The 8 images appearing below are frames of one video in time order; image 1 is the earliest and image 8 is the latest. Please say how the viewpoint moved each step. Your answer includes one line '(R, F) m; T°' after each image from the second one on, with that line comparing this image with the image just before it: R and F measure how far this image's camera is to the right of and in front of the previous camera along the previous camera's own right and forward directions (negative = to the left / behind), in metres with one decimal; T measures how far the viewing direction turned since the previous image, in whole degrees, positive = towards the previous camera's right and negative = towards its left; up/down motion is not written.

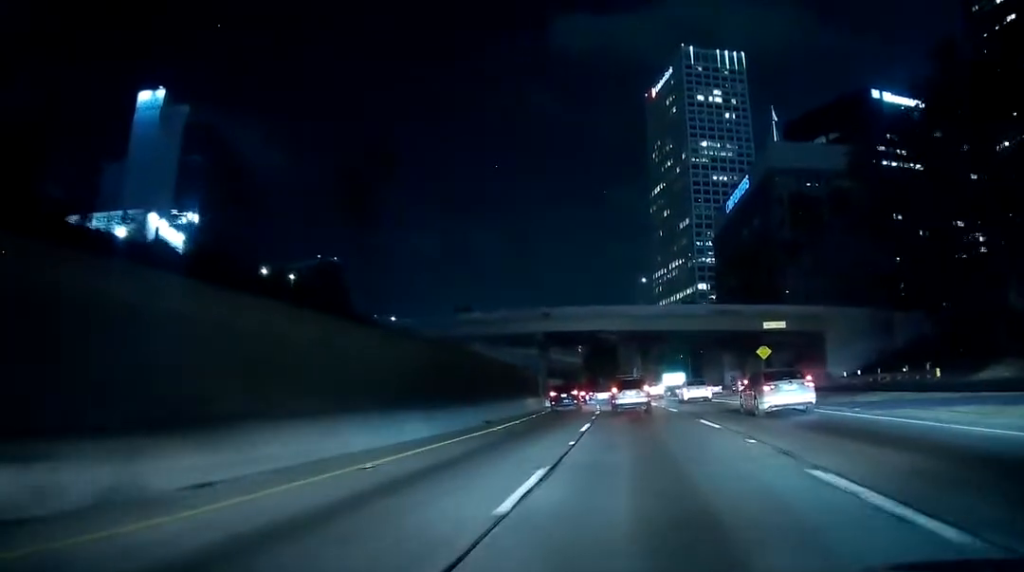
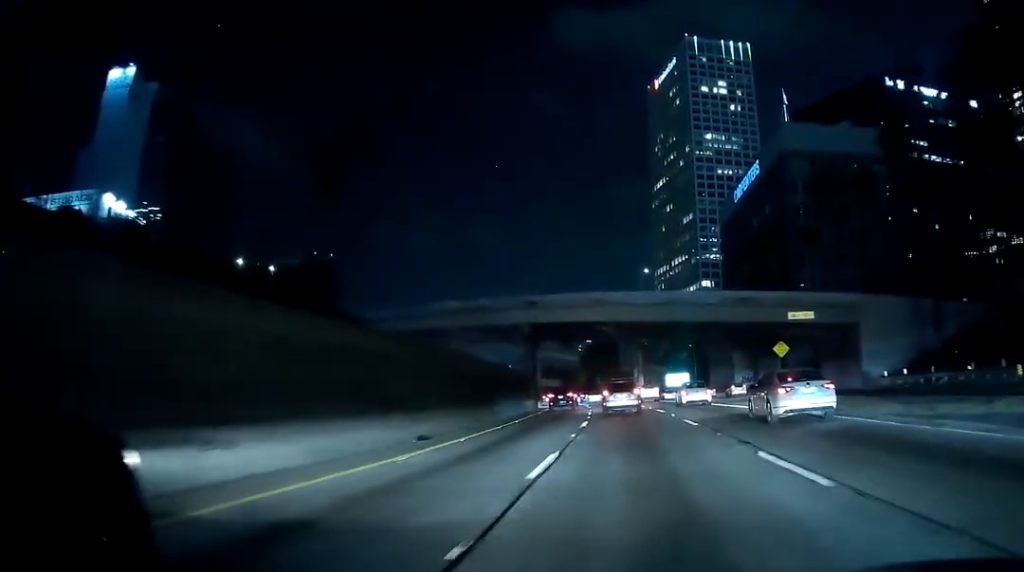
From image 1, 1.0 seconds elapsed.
(-0.3, +11.1) m; -2°
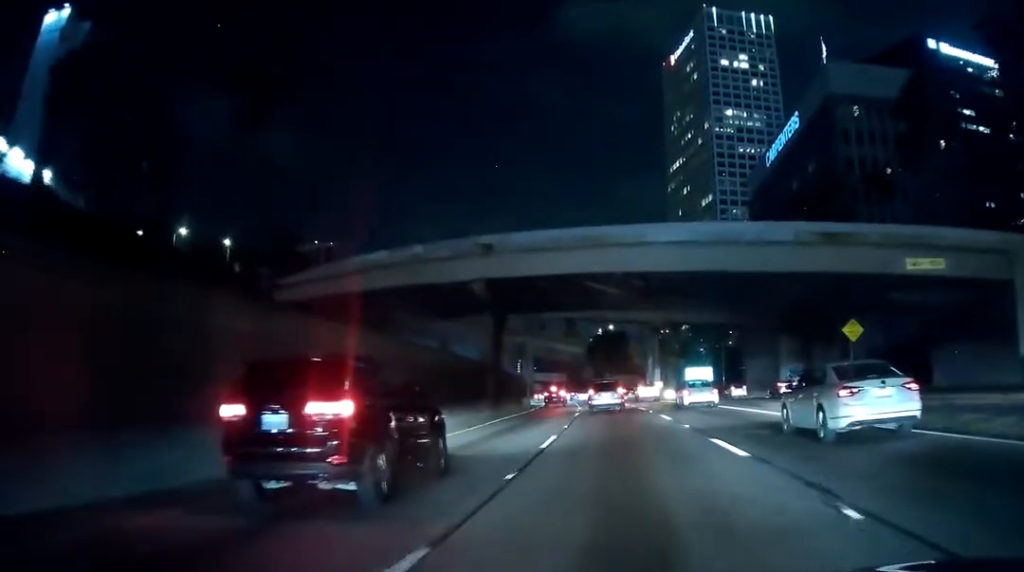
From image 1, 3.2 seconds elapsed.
(+0.4, +25.7) m; -2°
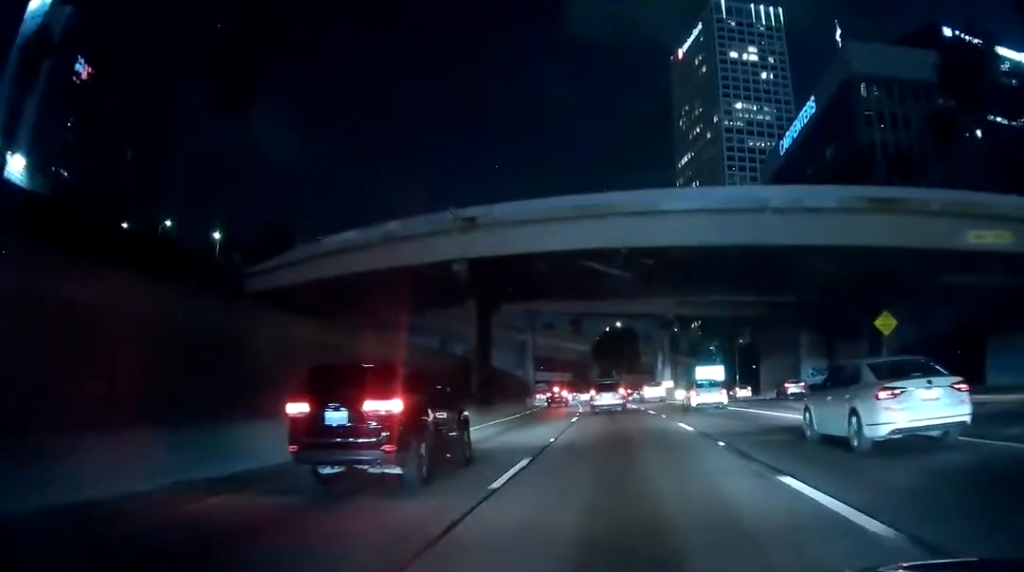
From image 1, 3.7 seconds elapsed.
(-0.4, +6.6) m; -2°
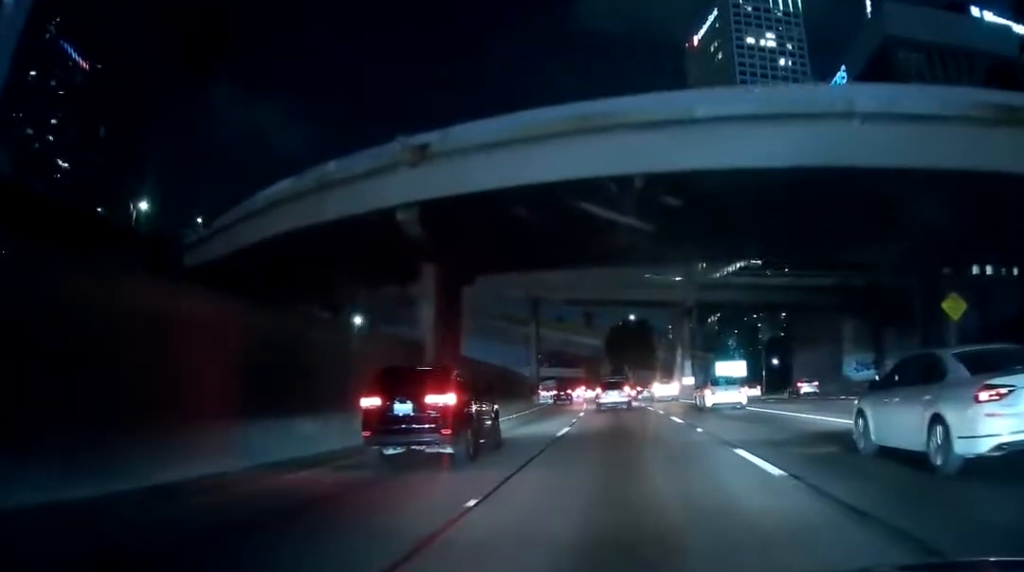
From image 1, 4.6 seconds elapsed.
(-0.2, +10.9) m; +1°
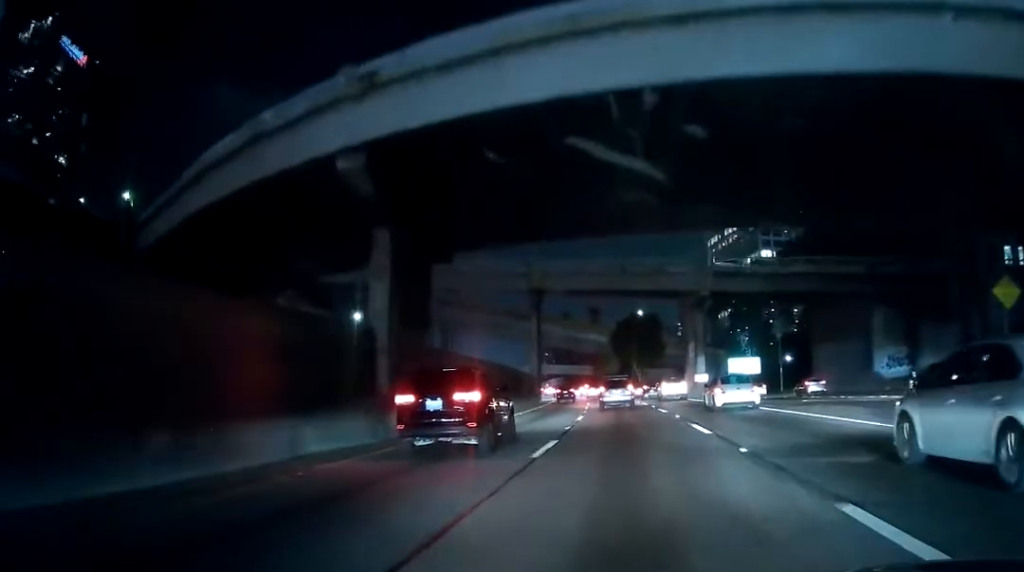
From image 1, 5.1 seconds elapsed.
(-0.1, +6.4) m; +1°
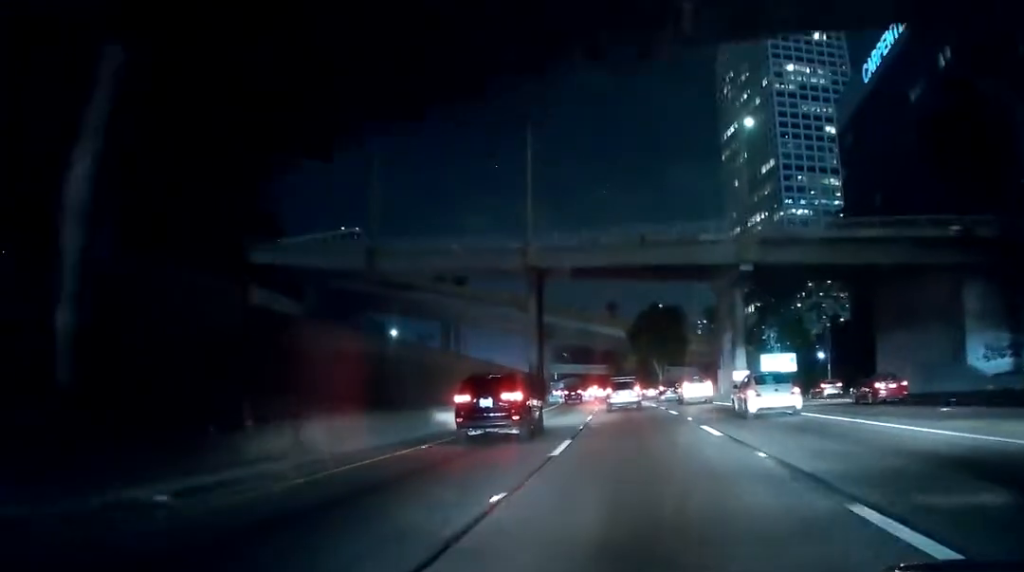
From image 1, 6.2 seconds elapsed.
(+0.4, +14.9) m; -1°
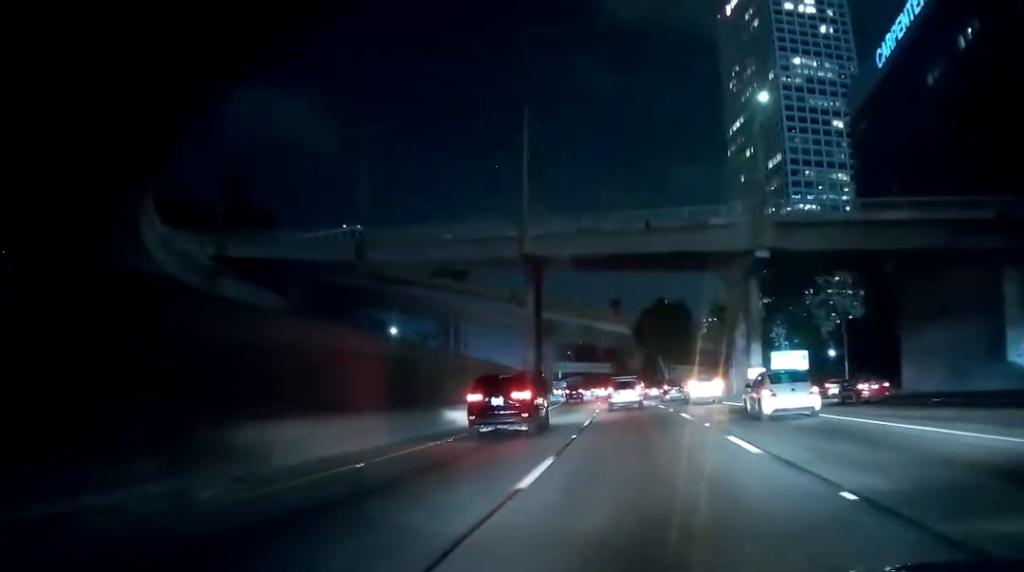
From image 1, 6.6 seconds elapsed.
(-0.2, +5.3) m; -1°
